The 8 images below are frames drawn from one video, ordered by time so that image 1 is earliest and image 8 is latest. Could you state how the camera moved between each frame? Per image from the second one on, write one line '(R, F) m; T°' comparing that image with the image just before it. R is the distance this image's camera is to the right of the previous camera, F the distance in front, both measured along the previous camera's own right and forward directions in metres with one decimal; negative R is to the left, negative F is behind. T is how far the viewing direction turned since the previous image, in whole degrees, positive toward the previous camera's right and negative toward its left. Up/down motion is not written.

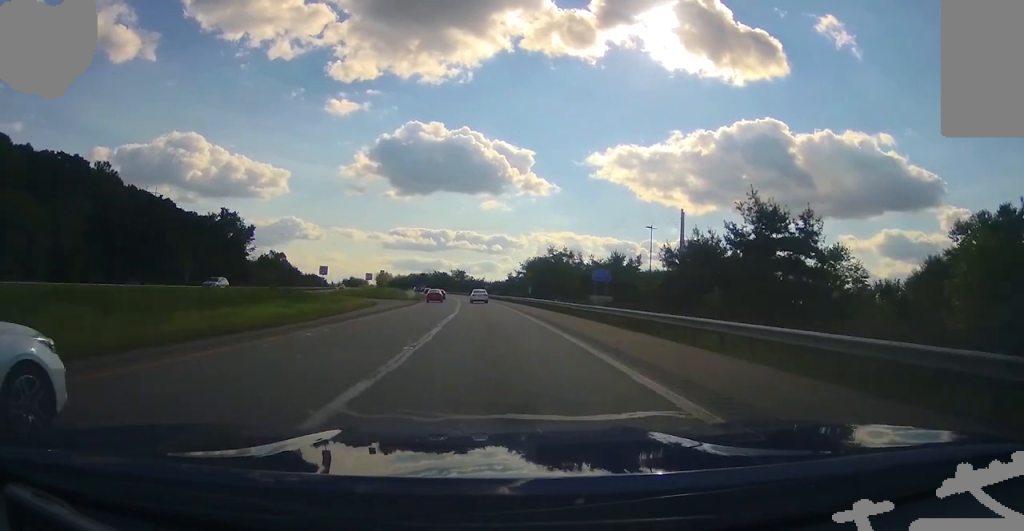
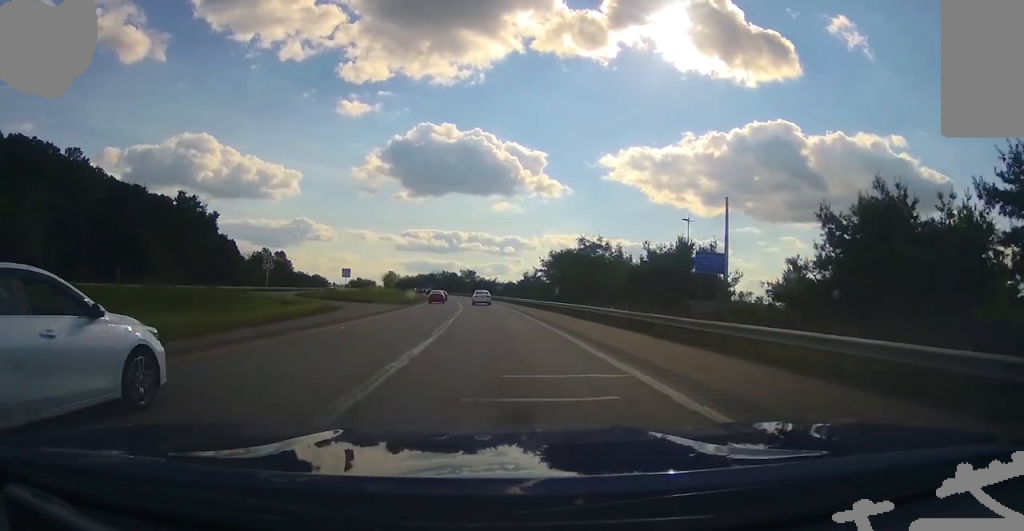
(0.0, +17.4) m; -1°
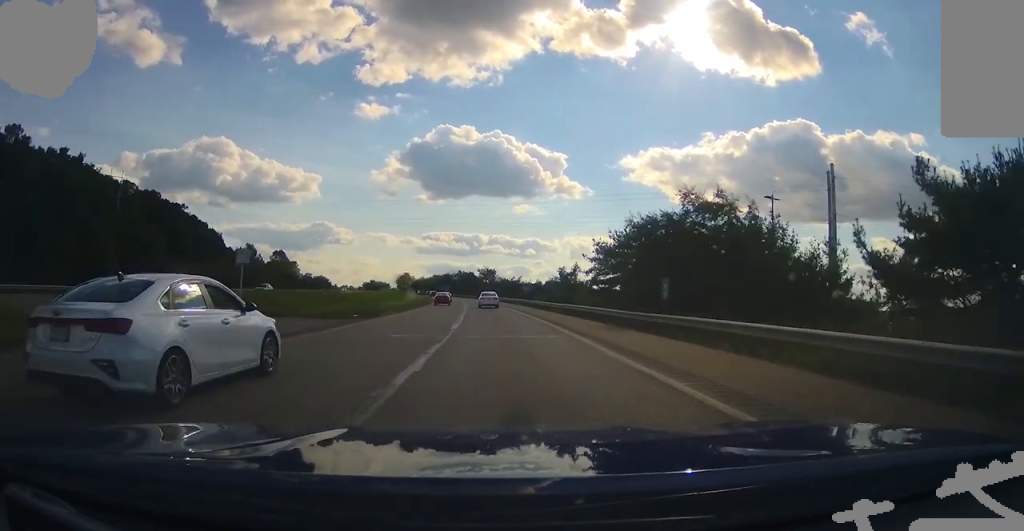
(-0.6, +28.3) m; -3°
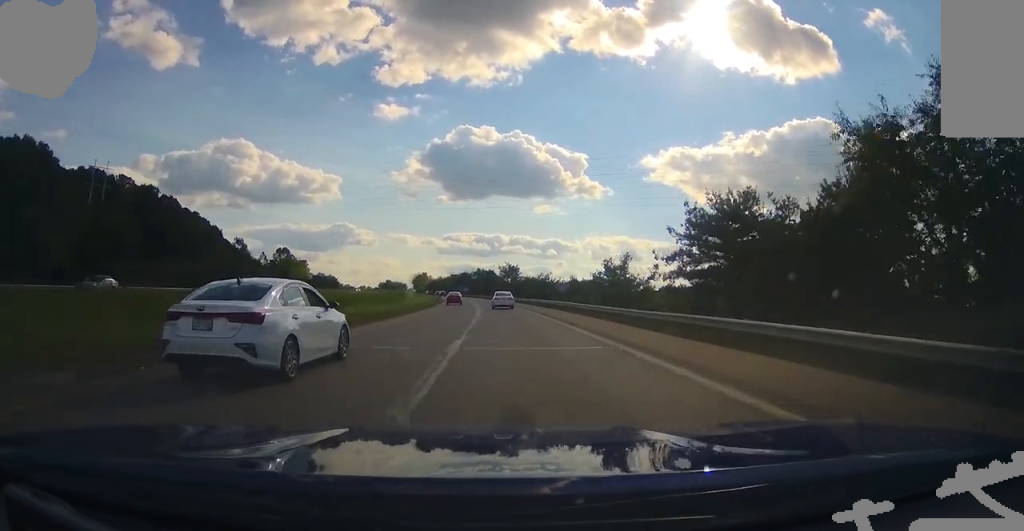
(-0.4, +20.2) m; -2°
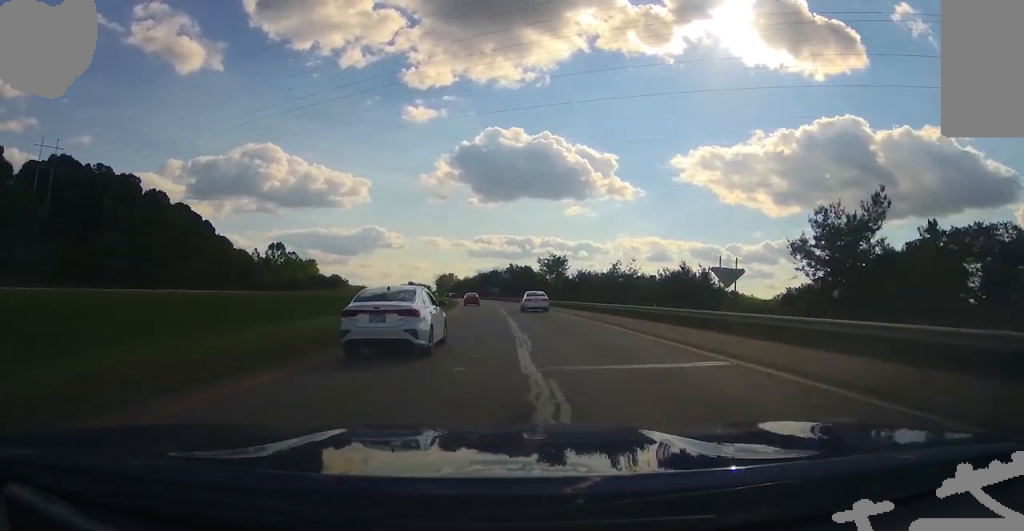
(-1.3, +39.5) m; -3°
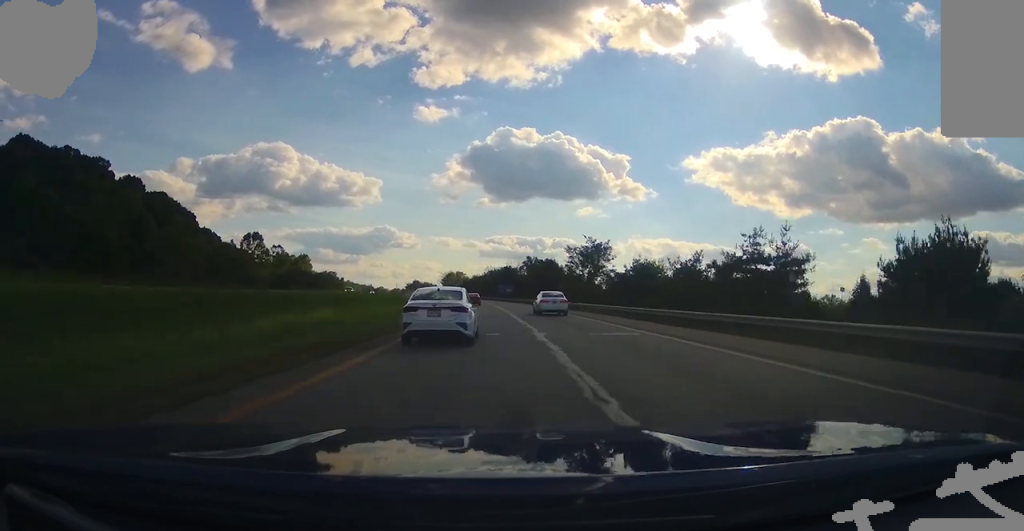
(-0.5, +29.6) m; -2°
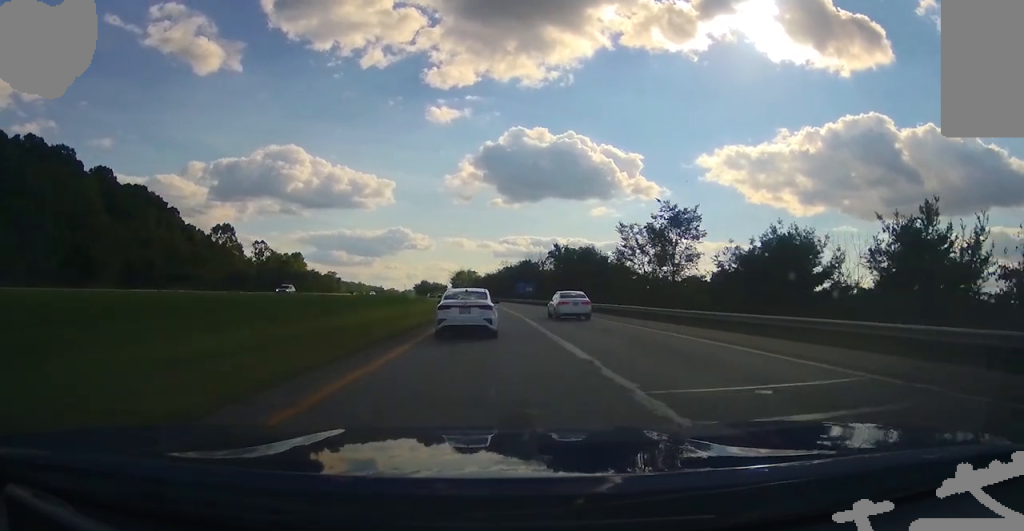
(-0.5, +28.8) m; -2°
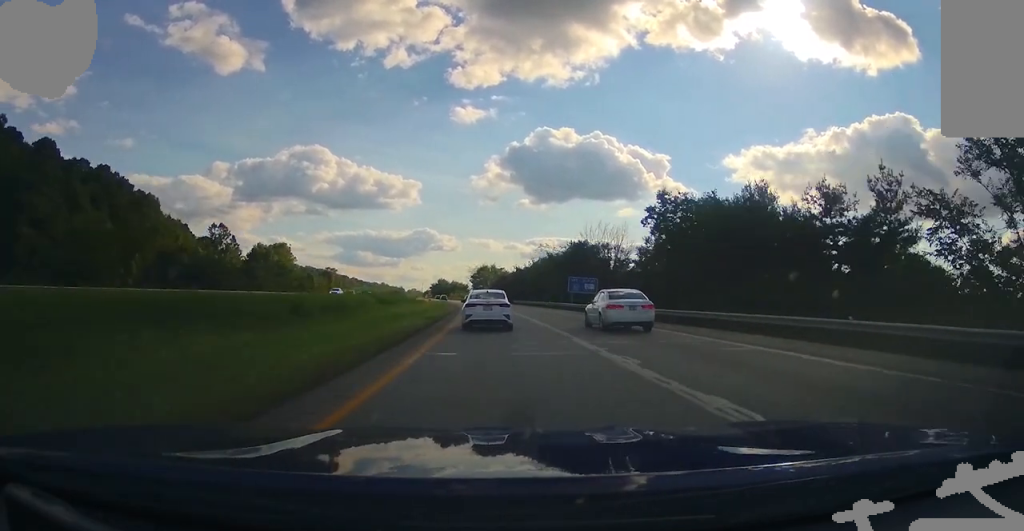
(-0.8, +47.0) m; -1°
